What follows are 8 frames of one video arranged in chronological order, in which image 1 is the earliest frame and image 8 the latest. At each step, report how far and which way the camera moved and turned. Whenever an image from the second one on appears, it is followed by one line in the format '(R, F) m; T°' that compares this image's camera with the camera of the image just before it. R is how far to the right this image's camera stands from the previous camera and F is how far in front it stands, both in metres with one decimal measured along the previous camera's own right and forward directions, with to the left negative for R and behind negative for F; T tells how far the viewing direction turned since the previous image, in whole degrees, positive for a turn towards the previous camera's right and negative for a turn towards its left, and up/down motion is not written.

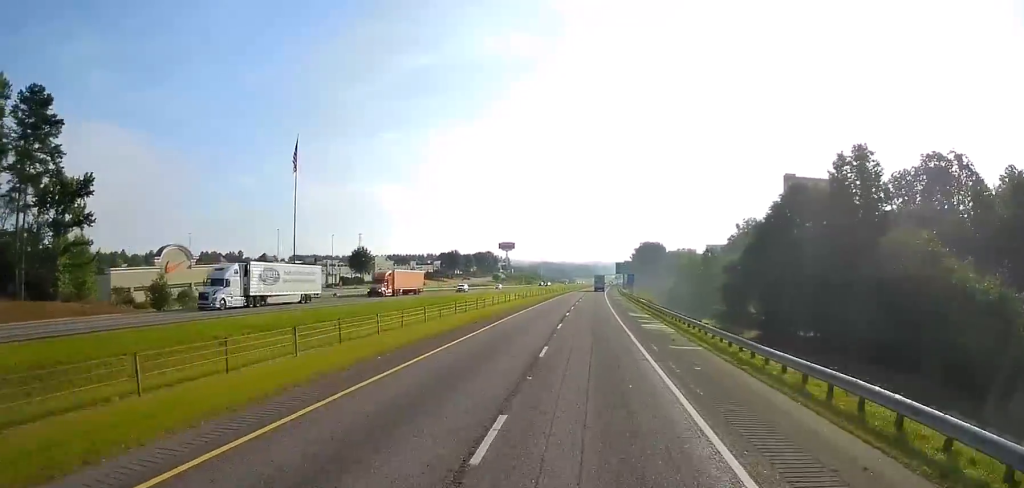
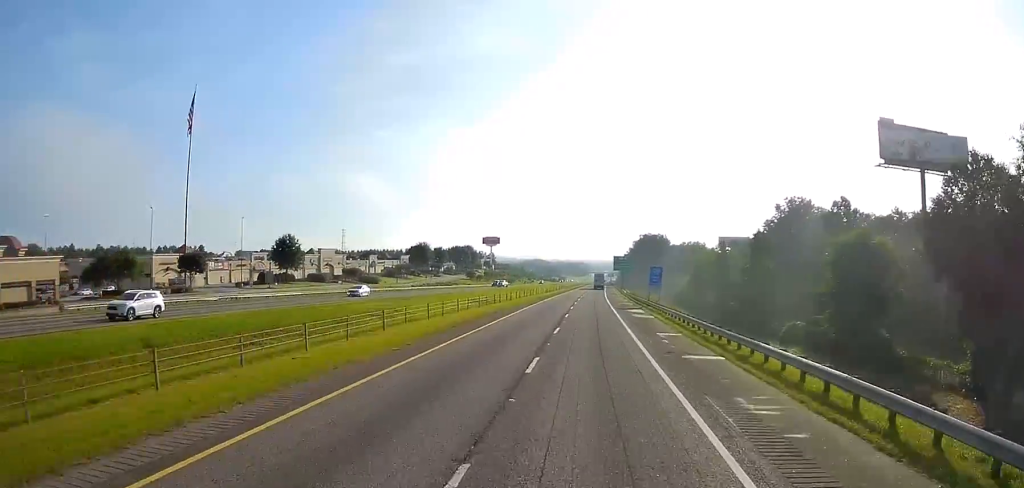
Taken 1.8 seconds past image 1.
(+0.2, +53.0) m; +1°
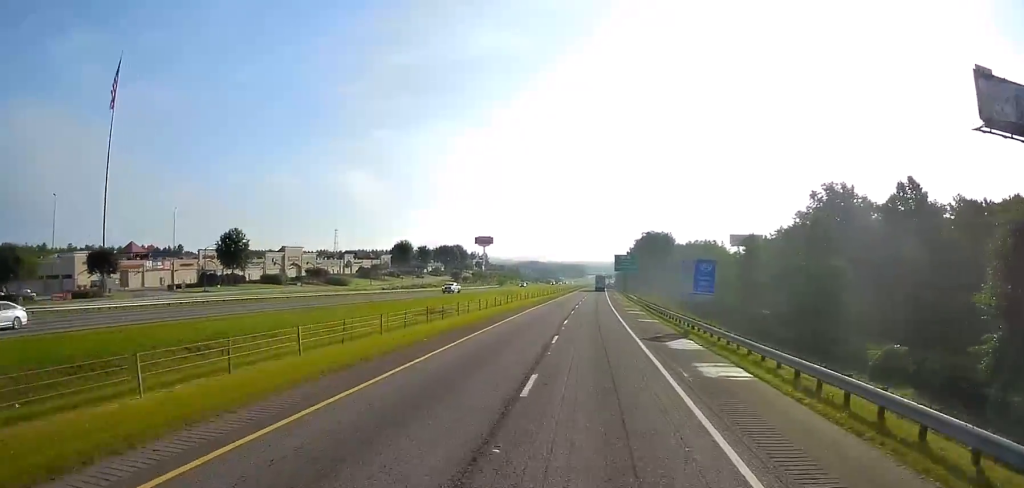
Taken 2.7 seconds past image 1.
(+0.3, +27.7) m; 0°
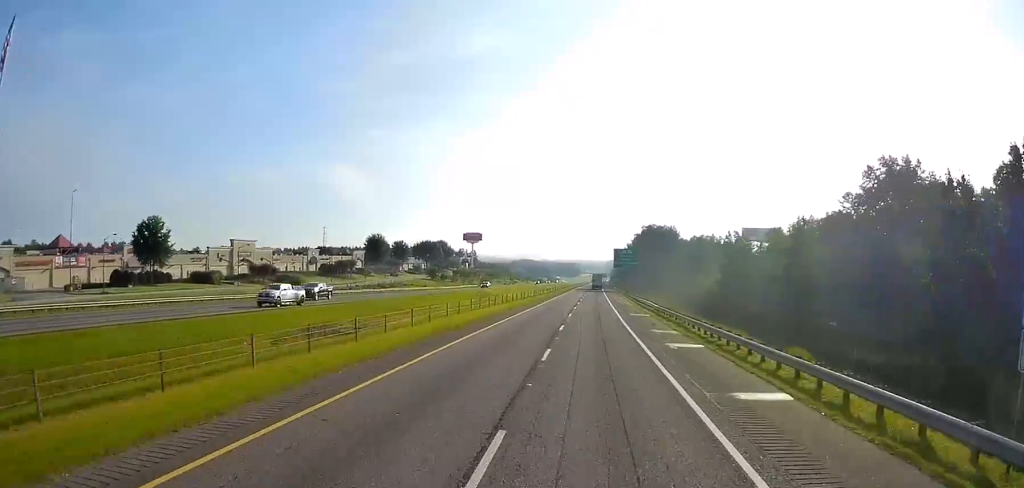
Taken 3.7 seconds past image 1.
(-0.4, +30.2) m; -1°
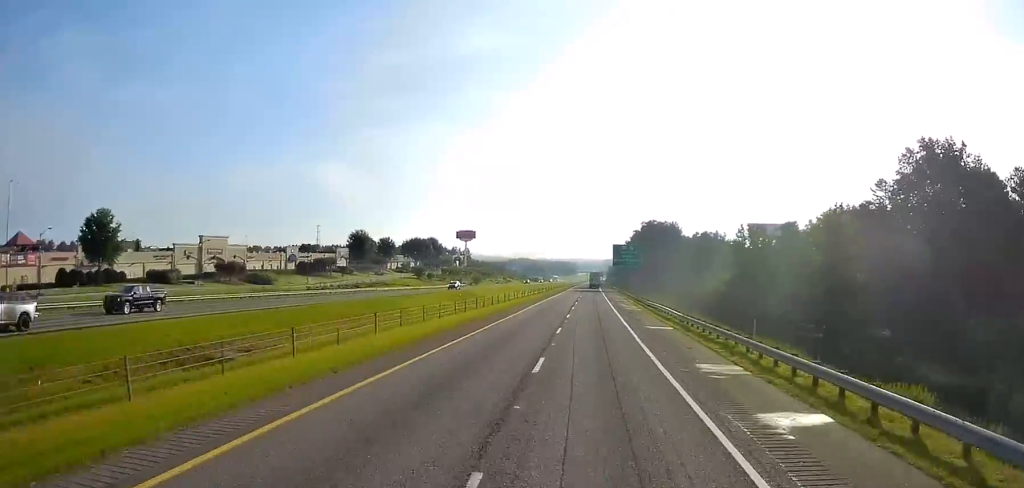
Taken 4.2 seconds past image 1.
(-0.1, +14.9) m; +1°
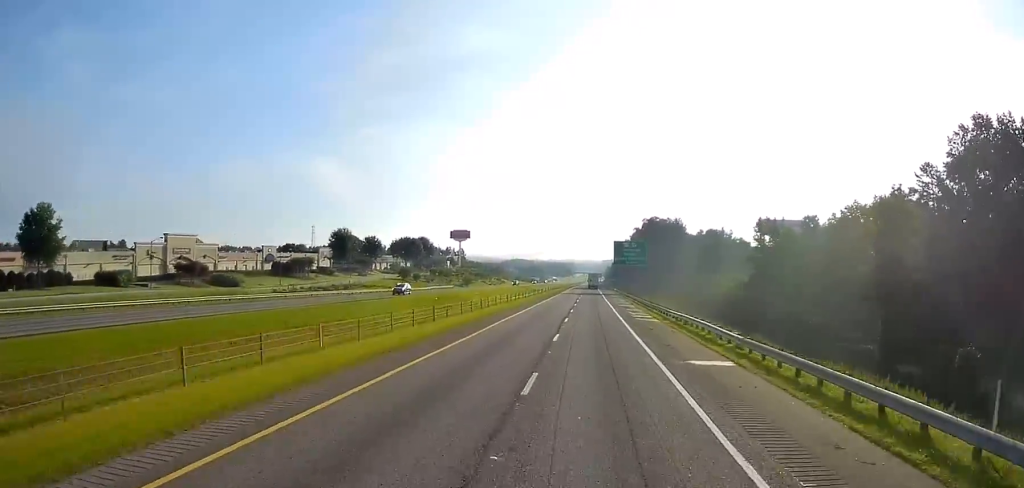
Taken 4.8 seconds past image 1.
(0.0, +15.4) m; +1°
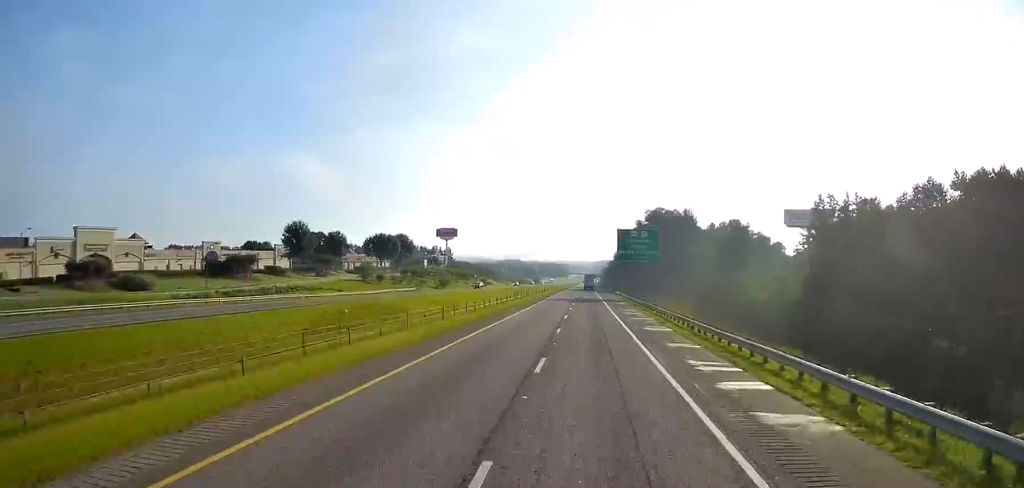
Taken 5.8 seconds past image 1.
(+0.7, +32.5) m; +1°
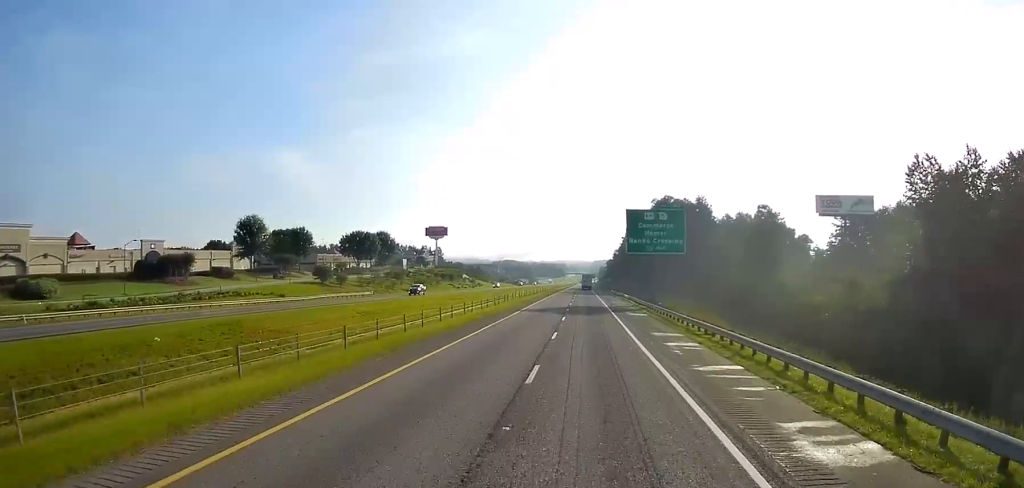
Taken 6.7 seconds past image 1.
(-0.3, +27.1) m; 0°
